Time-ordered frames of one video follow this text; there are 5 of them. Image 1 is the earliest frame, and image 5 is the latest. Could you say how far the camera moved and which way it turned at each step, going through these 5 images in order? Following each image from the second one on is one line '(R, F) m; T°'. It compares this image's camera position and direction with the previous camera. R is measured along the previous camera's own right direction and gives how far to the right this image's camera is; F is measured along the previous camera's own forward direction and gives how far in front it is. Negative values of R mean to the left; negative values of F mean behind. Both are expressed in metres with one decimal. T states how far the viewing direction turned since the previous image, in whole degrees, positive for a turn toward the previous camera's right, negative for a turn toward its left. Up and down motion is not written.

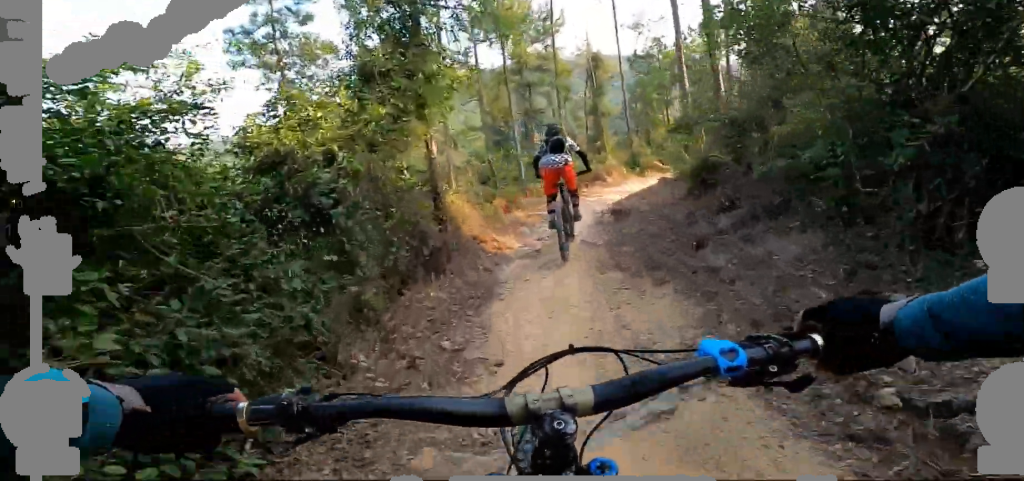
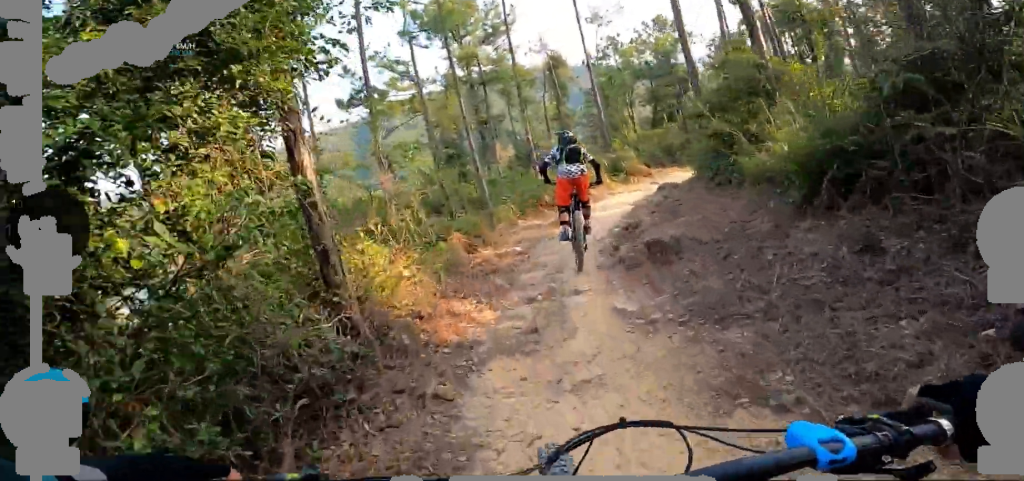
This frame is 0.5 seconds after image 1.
(-0.5, +2.1) m; -5°
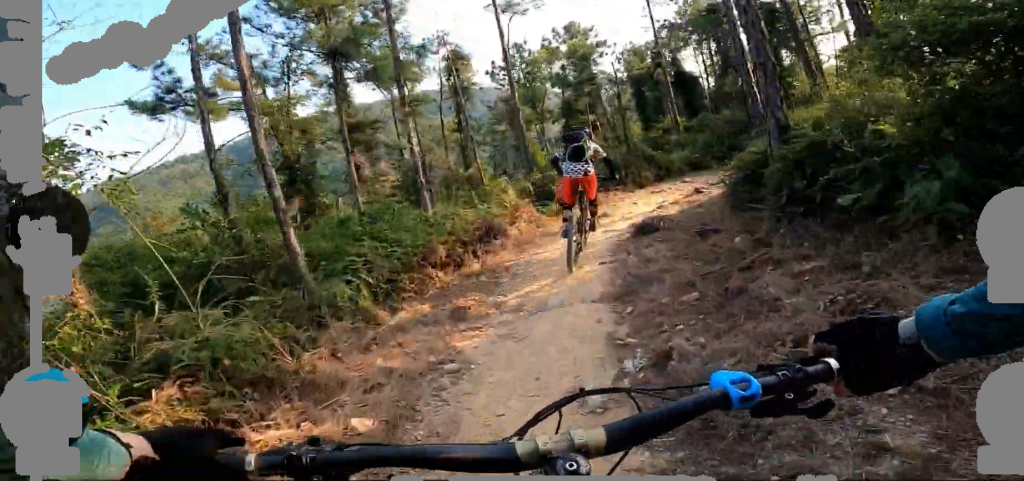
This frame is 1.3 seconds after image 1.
(+0.2, +3.8) m; +9°
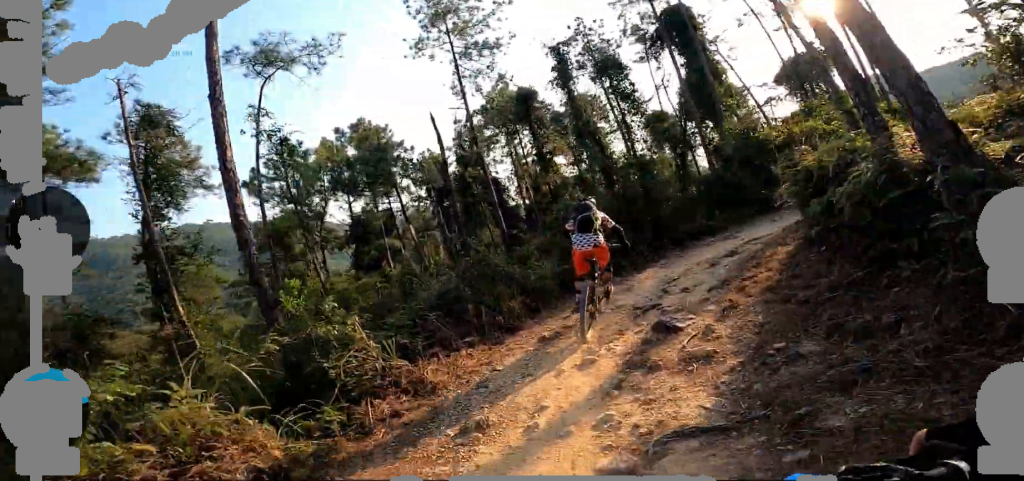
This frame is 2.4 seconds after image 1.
(+0.7, +4.5) m; +17°
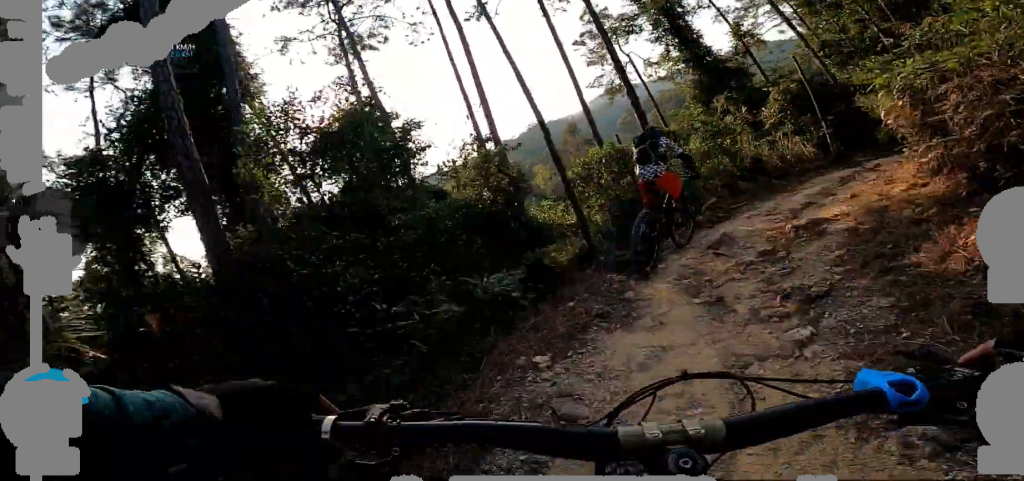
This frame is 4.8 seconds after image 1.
(+3.8, +7.6) m; +50°
